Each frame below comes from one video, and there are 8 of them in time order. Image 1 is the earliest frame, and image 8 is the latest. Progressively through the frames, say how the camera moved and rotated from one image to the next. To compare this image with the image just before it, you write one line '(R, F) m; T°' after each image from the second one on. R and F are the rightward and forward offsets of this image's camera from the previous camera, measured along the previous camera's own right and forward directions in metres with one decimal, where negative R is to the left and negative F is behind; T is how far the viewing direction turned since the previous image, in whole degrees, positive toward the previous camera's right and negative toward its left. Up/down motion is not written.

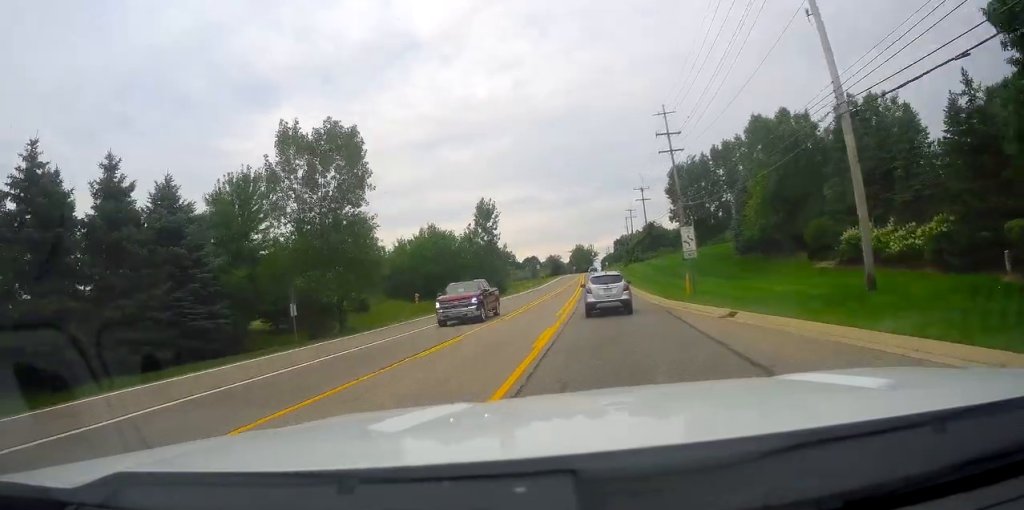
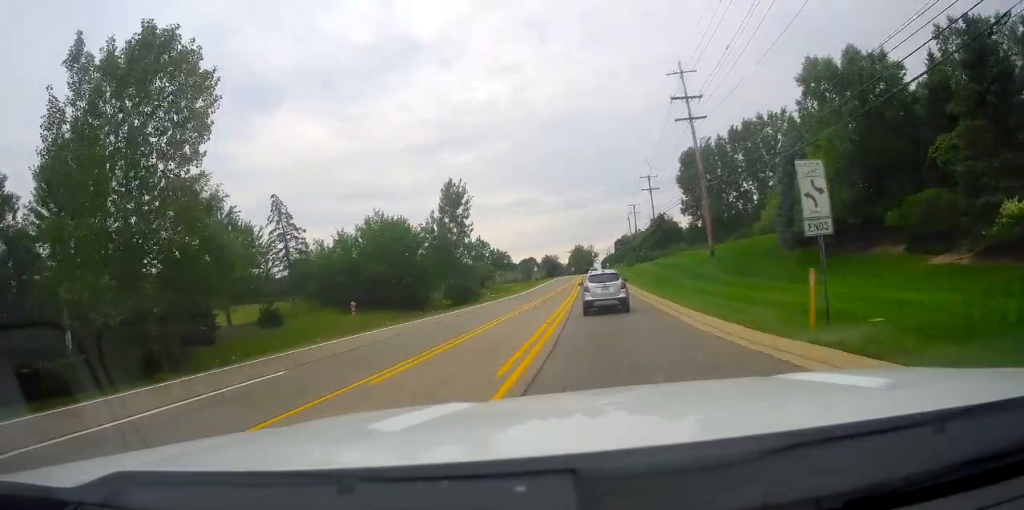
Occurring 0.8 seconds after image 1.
(+0.6, +14.9) m; +1°
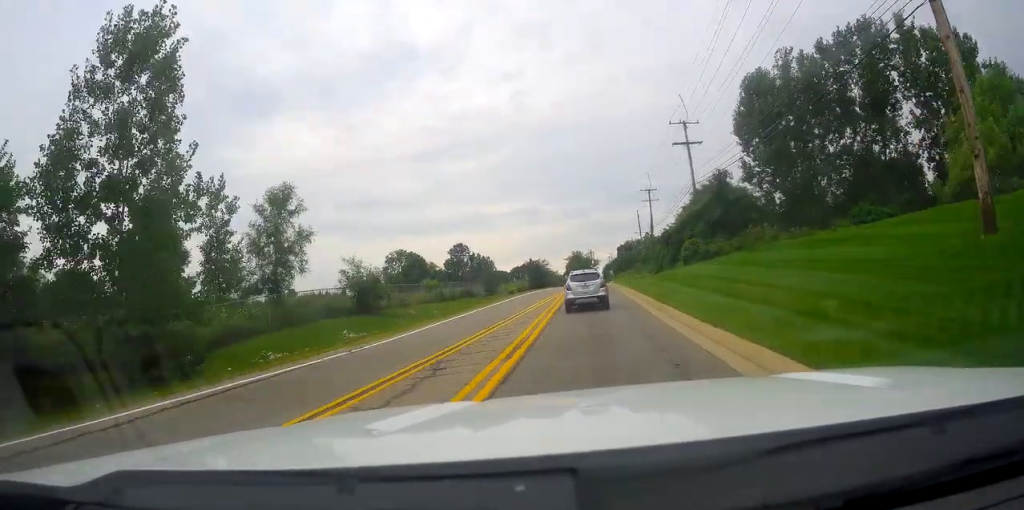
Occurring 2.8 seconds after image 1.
(+0.1, +39.8) m; -1°
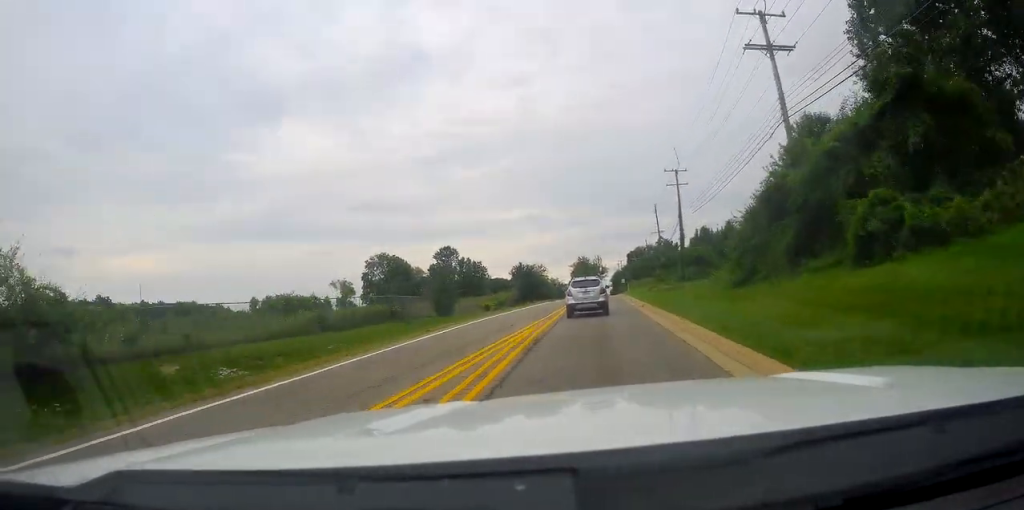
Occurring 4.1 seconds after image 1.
(-0.8, +27.1) m; -1°
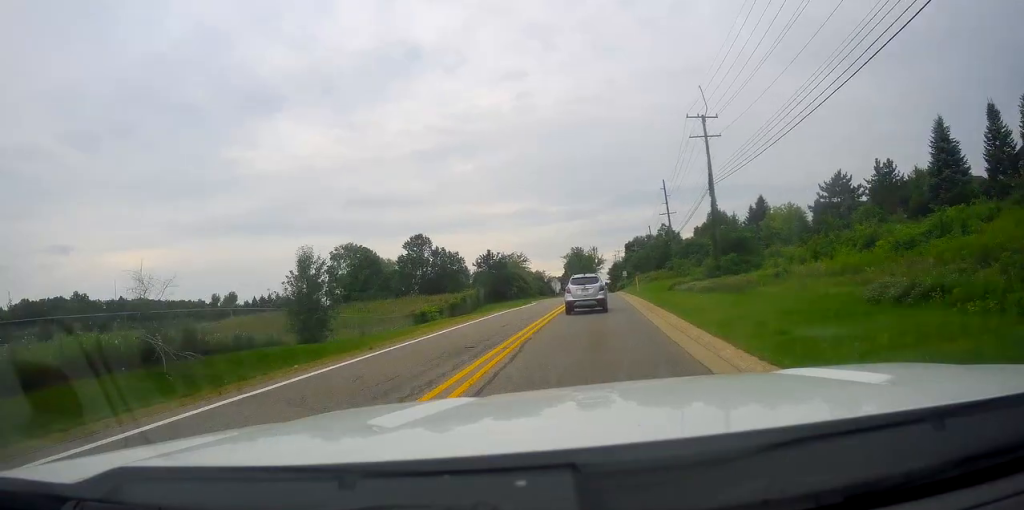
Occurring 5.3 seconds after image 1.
(+0.5, +23.9) m; +1°
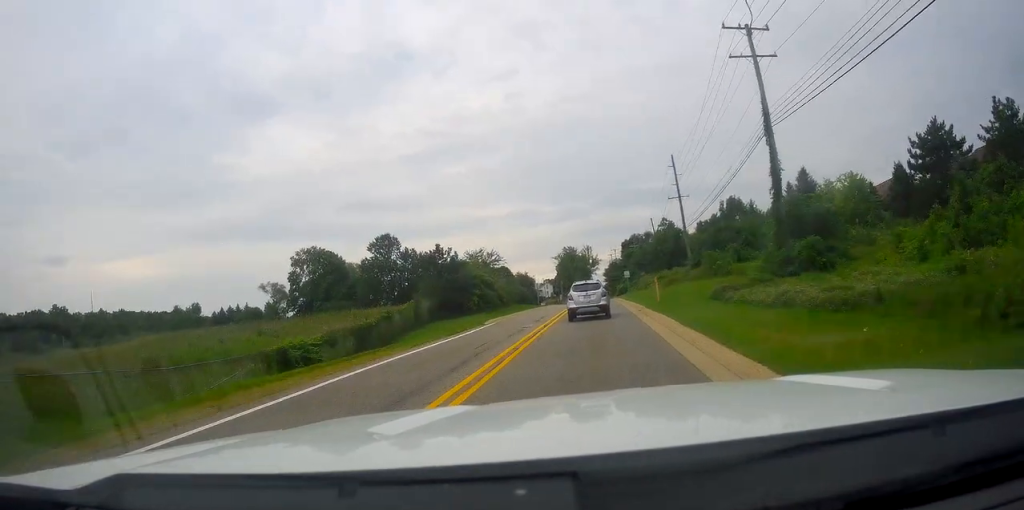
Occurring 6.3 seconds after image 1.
(0.0, +20.7) m; -1°
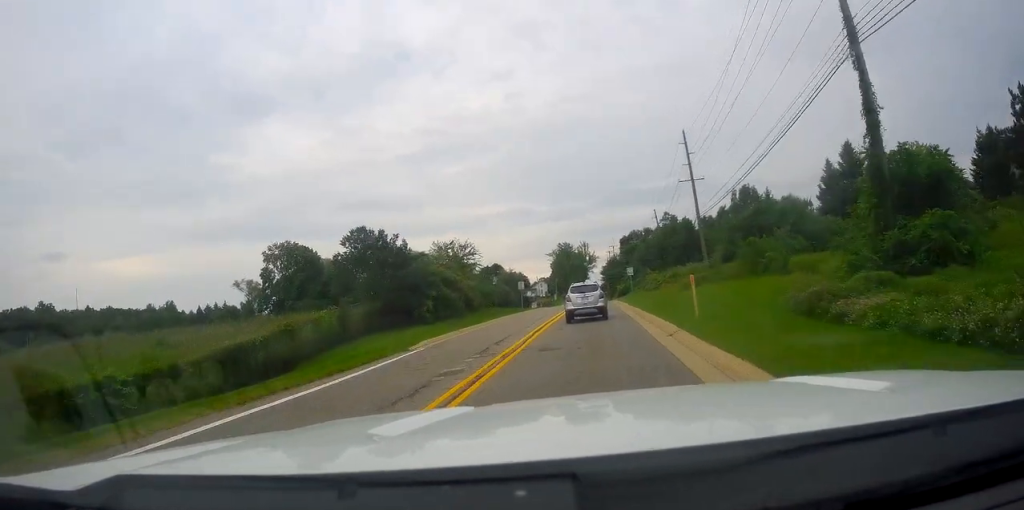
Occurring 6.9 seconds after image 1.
(-0.5, +13.0) m; 0°
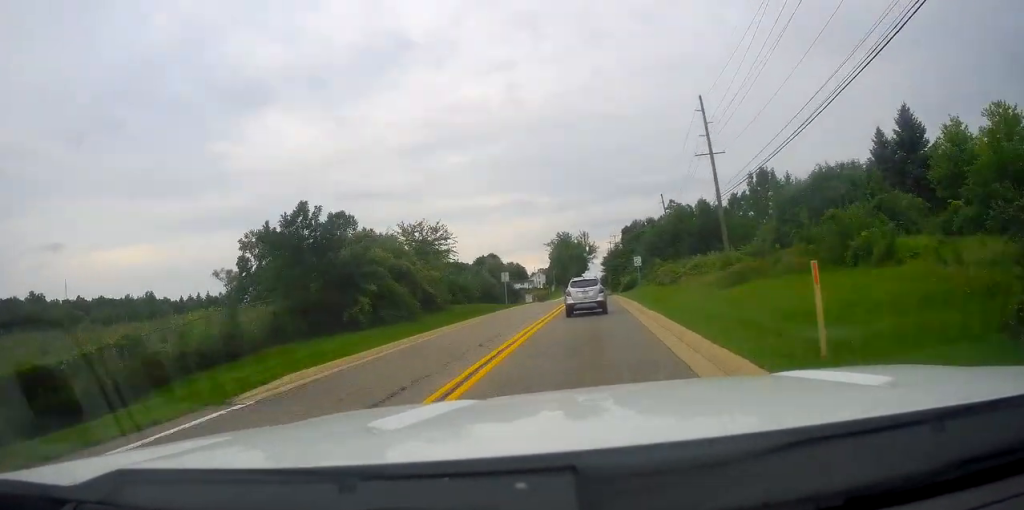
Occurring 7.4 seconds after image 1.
(+0.4, +10.8) m; 0°
